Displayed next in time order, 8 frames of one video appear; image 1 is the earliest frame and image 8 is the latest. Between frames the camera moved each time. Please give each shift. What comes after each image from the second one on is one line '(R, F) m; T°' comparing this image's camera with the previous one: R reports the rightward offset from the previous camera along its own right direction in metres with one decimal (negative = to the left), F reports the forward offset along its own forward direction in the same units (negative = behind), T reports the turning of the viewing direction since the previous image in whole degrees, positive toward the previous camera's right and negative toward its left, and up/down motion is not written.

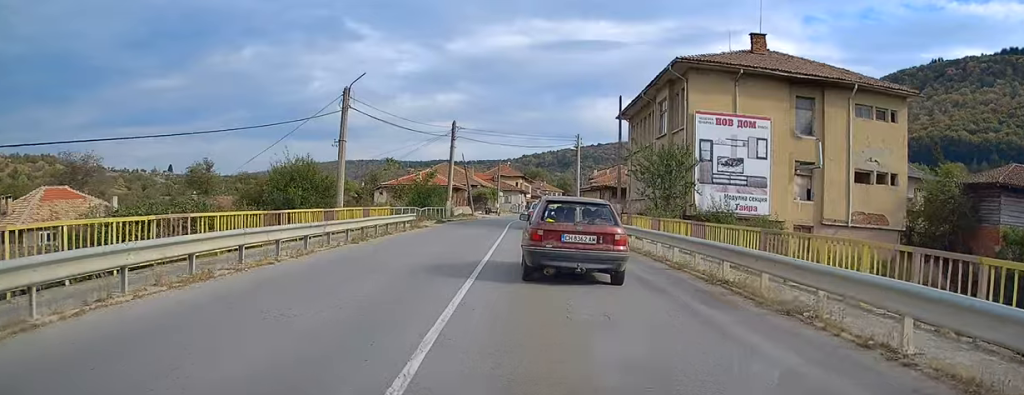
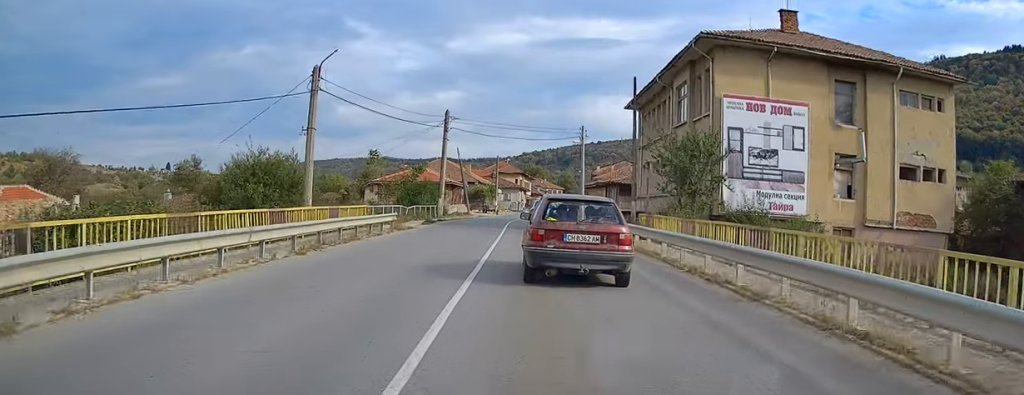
(0.0, +4.8) m; 0°
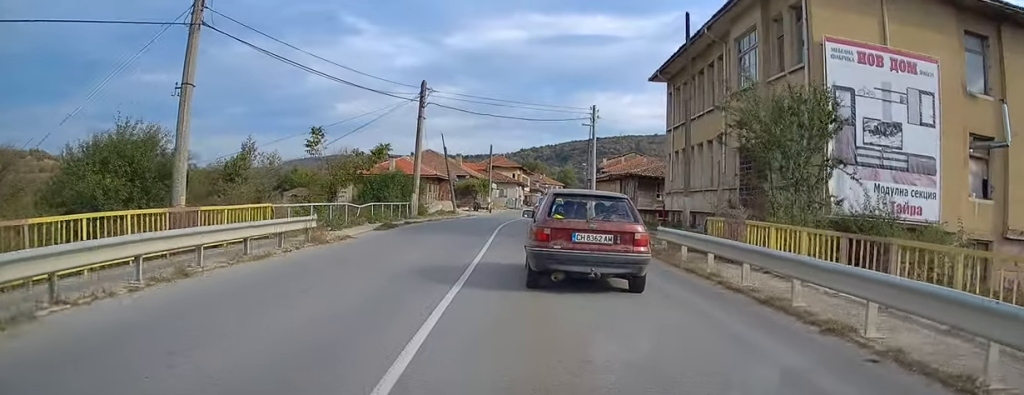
(-0.1, +10.6) m; 0°
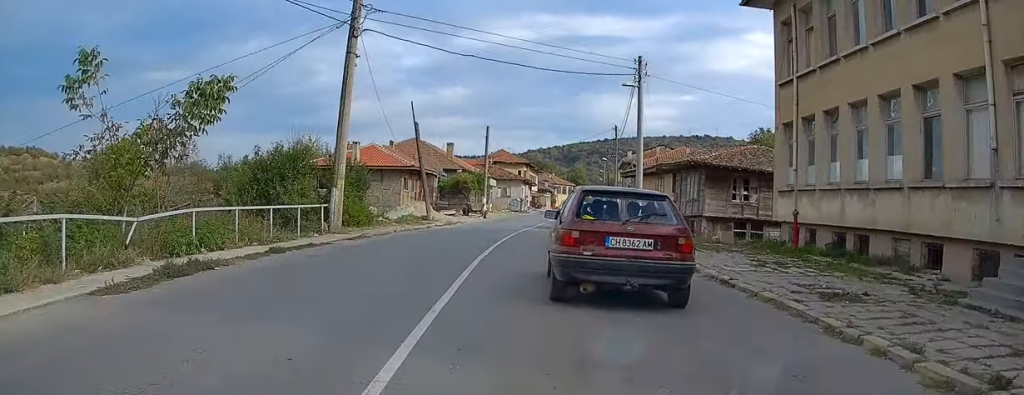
(+0.1, +16.5) m; 0°
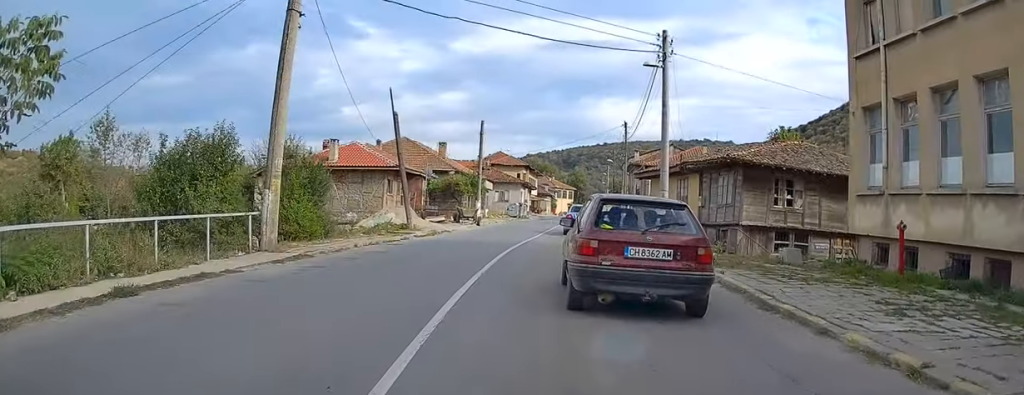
(-0.1, +5.6) m; +1°
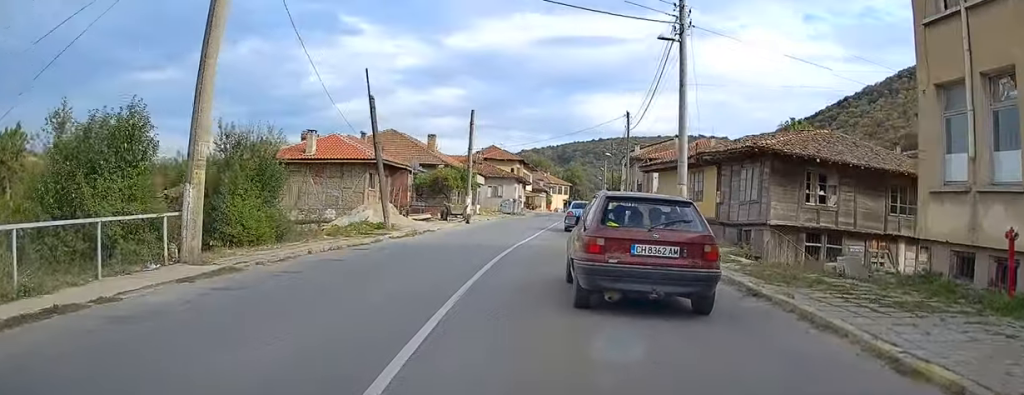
(0.0, +3.7) m; 0°
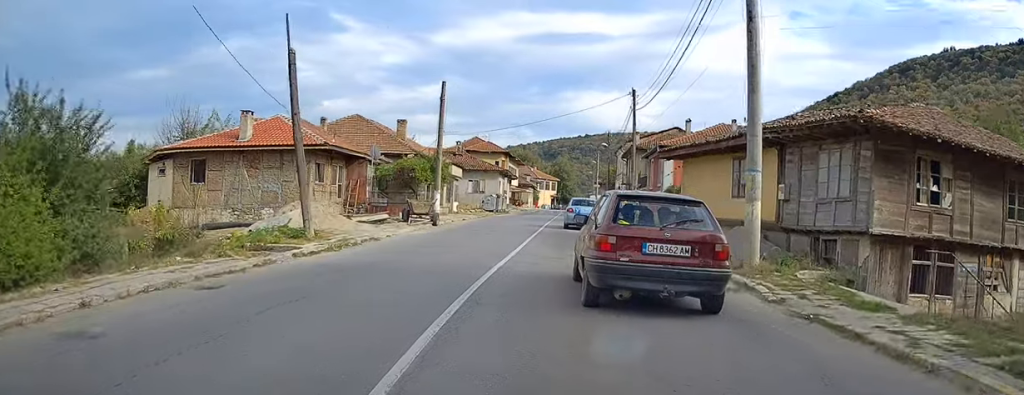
(+0.2, +8.0) m; +1°
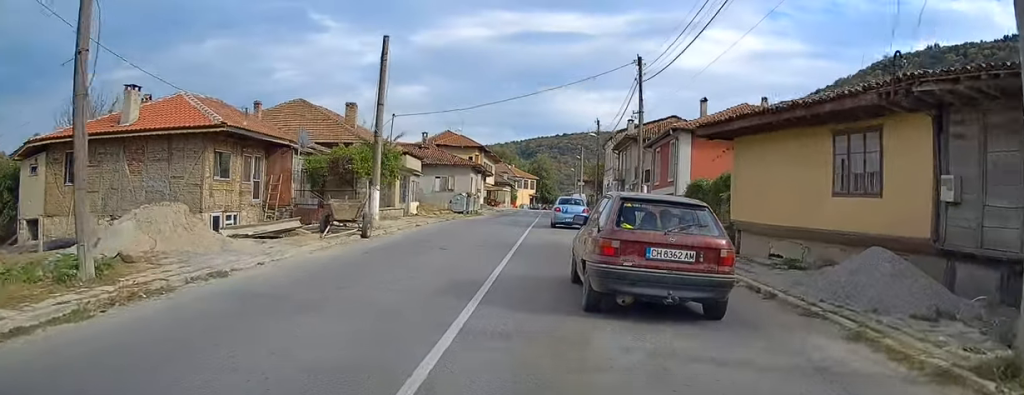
(0.0, +8.7) m; +3°
